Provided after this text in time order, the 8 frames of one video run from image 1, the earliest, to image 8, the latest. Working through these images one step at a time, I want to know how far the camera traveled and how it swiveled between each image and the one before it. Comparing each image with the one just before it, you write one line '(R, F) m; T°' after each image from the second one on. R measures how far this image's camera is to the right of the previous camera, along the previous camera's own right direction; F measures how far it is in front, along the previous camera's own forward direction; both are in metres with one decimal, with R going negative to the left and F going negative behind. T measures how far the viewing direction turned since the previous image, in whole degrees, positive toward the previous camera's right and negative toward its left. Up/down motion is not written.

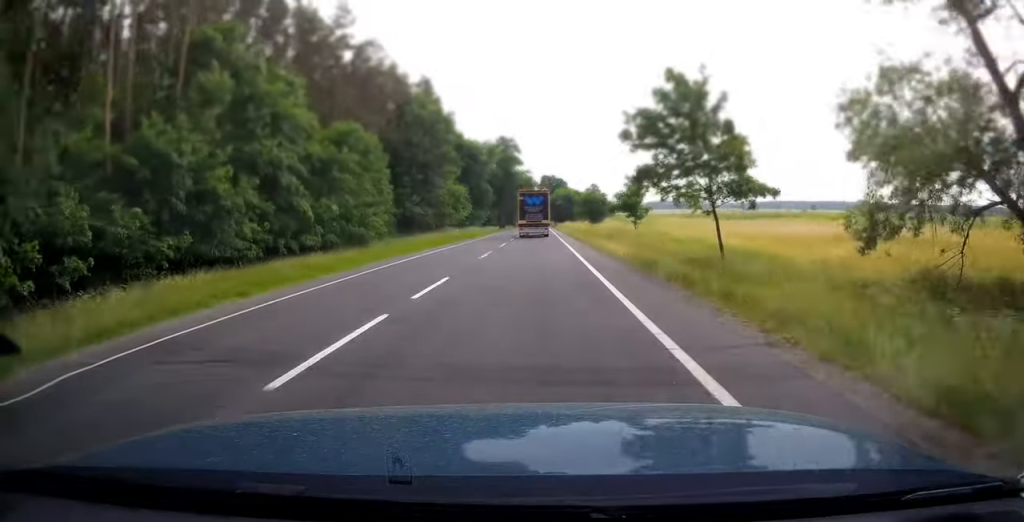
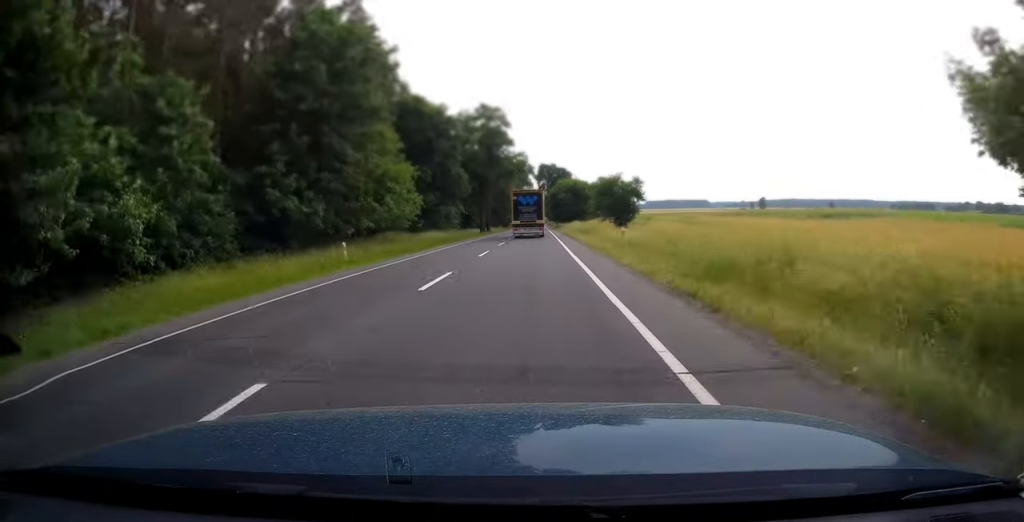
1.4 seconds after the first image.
(+0.1, +33.9) m; 0°
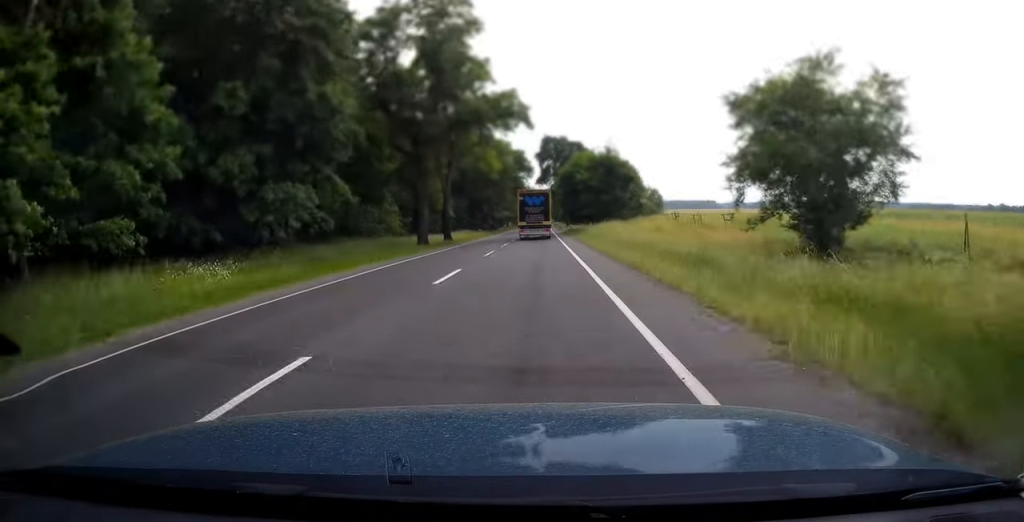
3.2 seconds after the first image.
(-0.1, +46.1) m; 0°
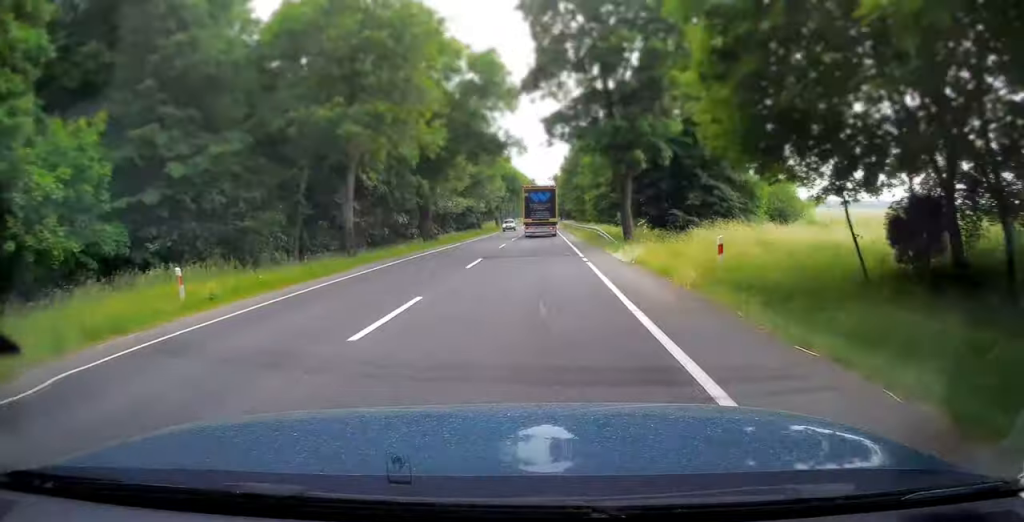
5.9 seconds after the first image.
(-0.5, +66.3) m; 0°
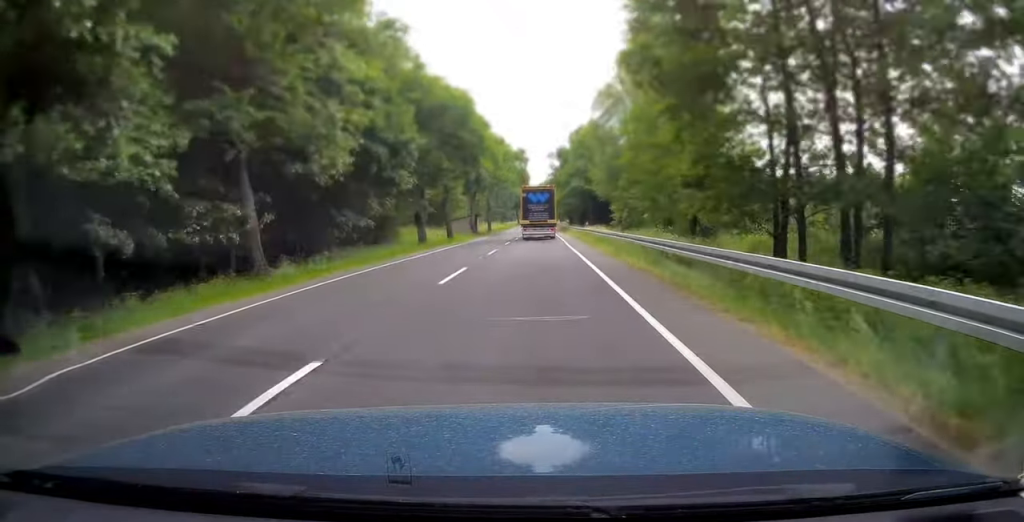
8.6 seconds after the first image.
(+0.4, +64.8) m; 0°
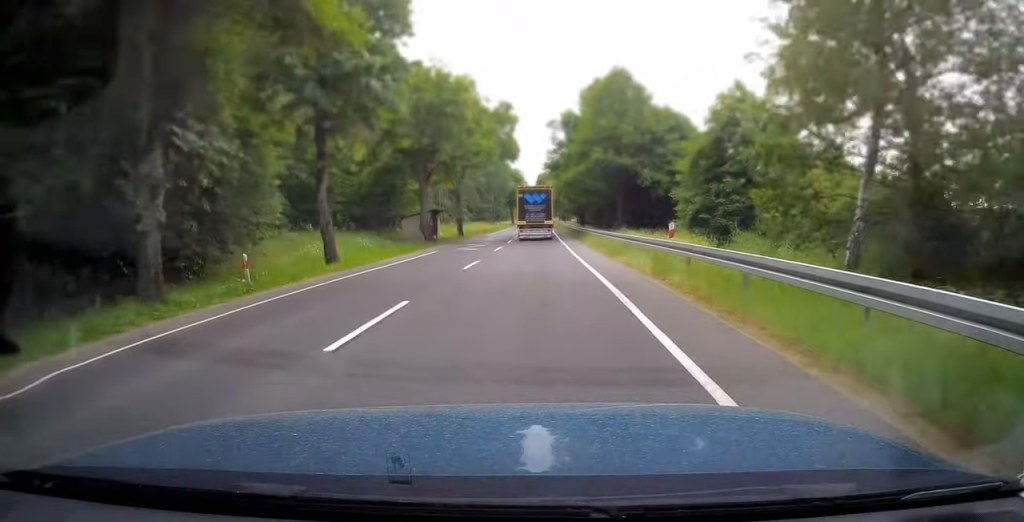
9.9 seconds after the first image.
(0.0, +30.4) m; 0°
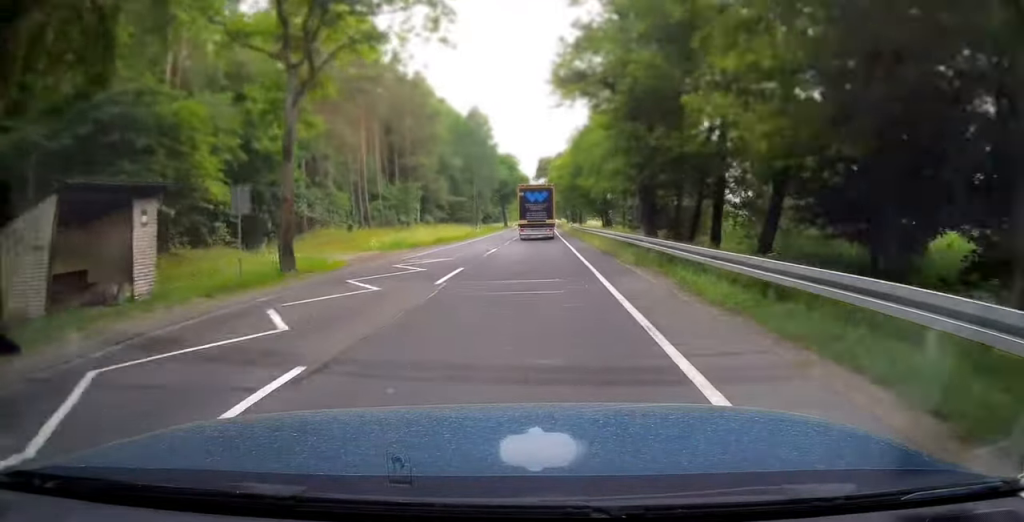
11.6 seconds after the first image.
(+0.1, +40.6) m; 0°
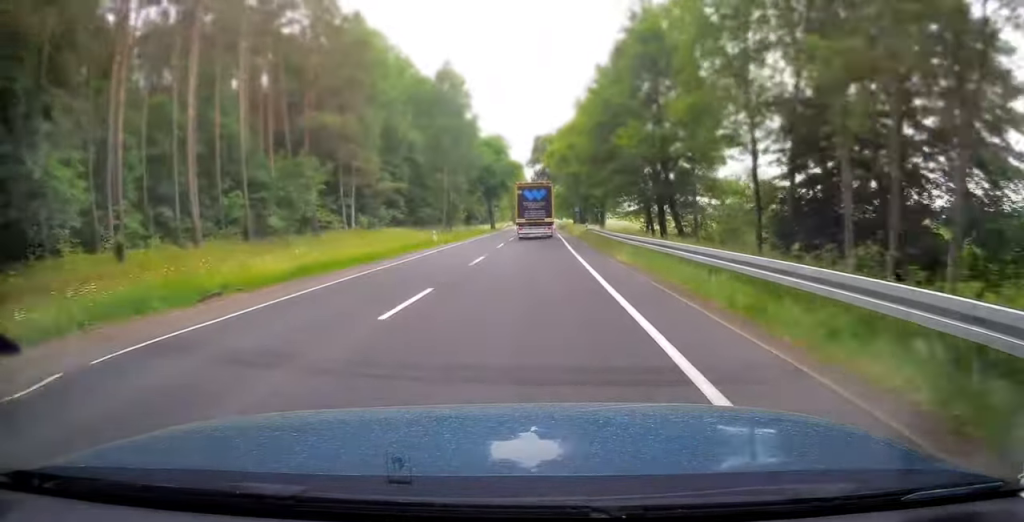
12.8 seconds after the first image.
(+0.1, +28.5) m; 0°
